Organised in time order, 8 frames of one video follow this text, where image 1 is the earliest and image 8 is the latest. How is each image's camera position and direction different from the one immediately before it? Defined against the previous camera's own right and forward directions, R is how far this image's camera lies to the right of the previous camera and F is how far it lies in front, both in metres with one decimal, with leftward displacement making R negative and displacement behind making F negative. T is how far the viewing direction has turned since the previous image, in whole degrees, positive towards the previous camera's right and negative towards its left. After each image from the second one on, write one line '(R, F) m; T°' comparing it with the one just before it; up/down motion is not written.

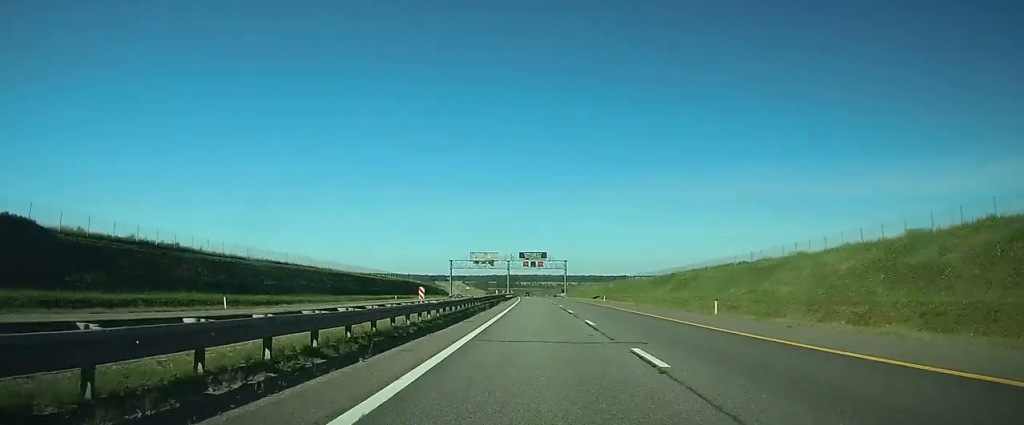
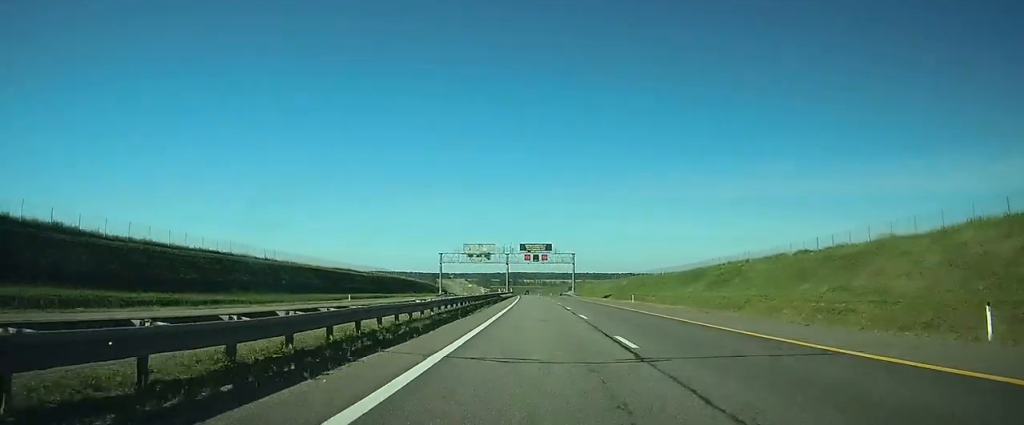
(-0.1, +20.9) m; 0°
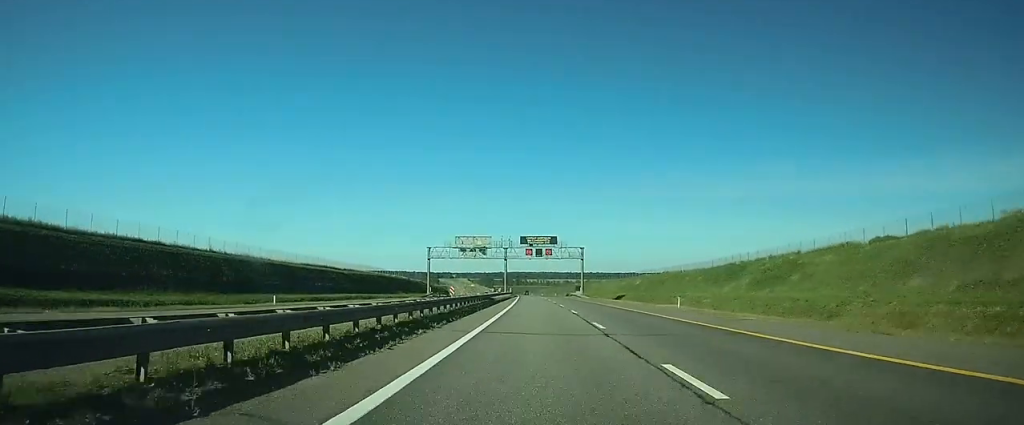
(0.0, +17.8) m; 0°
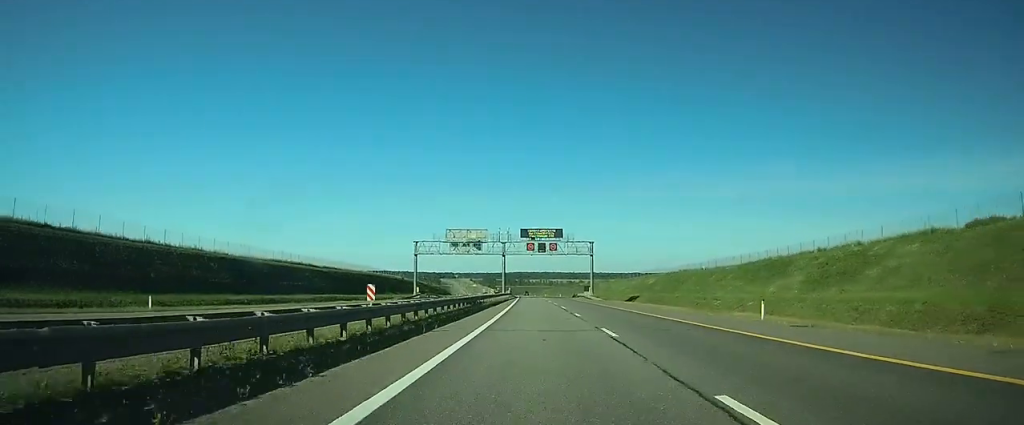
(0.0, +14.7) m; 0°
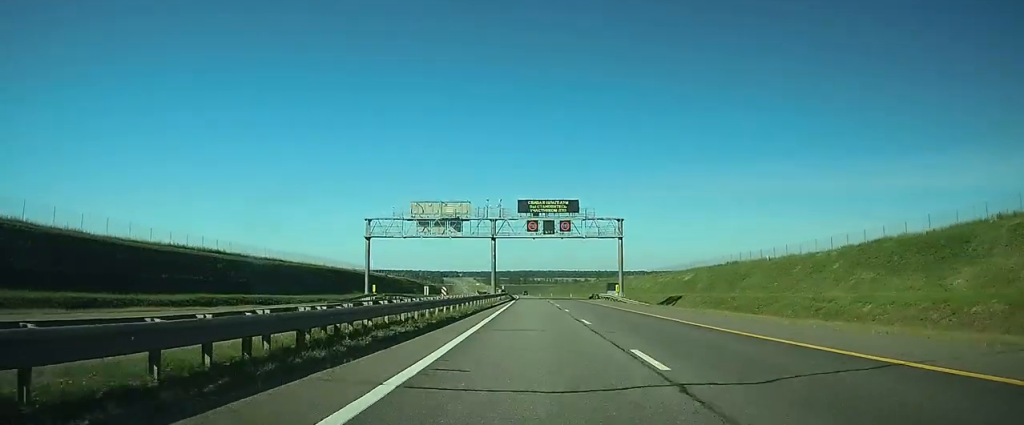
(-0.2, +30.7) m; -1°
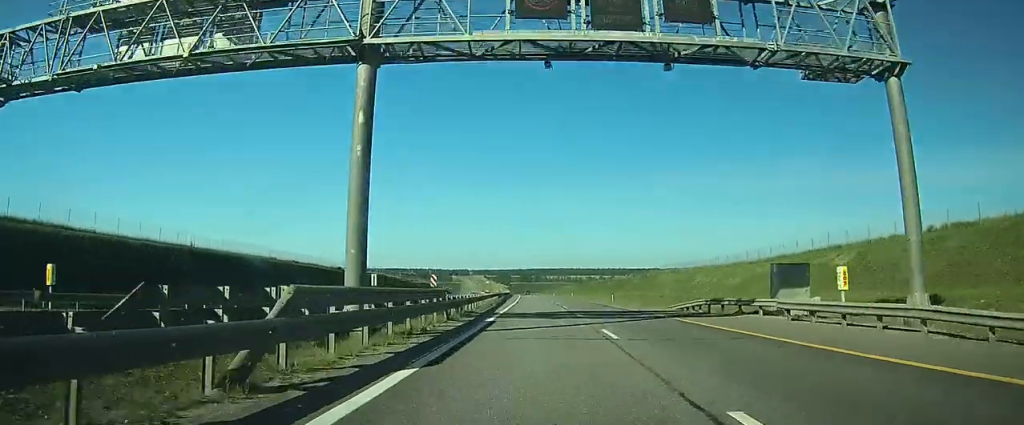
(-0.3, +54.2) m; 0°
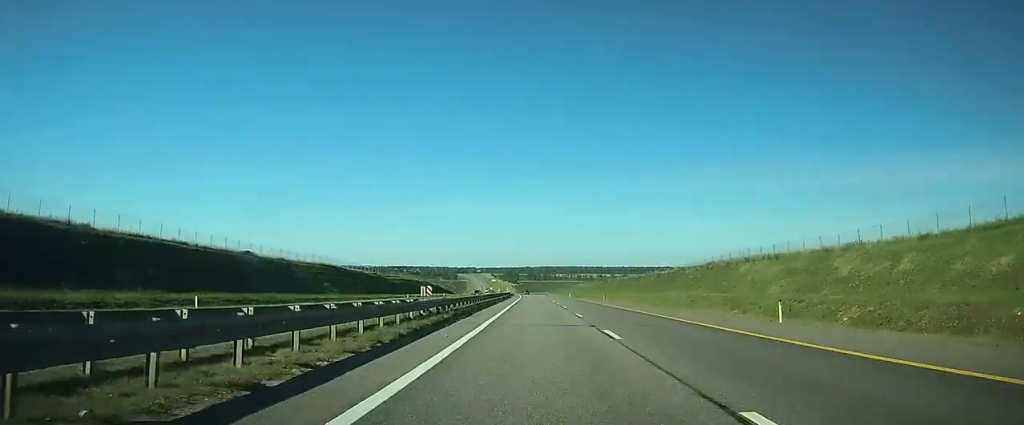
(-0.2, +48.1) m; -1°
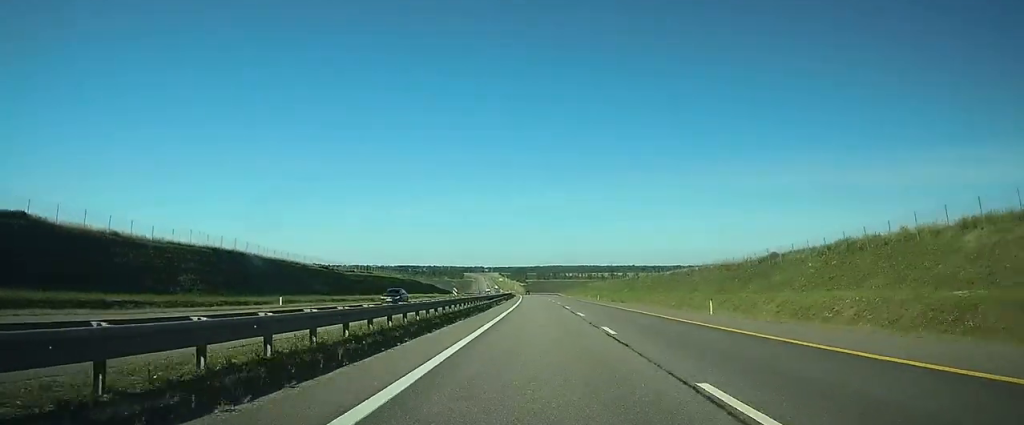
(-0.2, +45.9) m; -1°
